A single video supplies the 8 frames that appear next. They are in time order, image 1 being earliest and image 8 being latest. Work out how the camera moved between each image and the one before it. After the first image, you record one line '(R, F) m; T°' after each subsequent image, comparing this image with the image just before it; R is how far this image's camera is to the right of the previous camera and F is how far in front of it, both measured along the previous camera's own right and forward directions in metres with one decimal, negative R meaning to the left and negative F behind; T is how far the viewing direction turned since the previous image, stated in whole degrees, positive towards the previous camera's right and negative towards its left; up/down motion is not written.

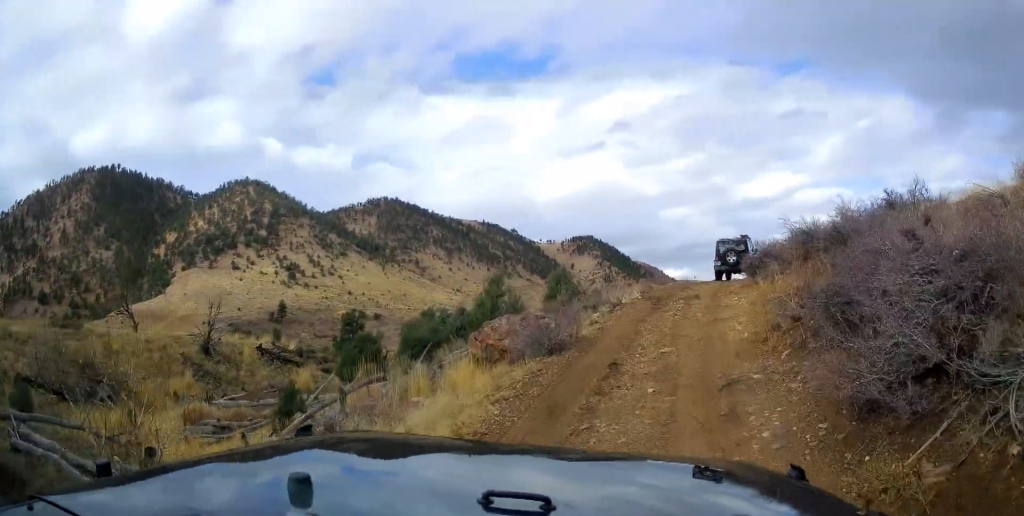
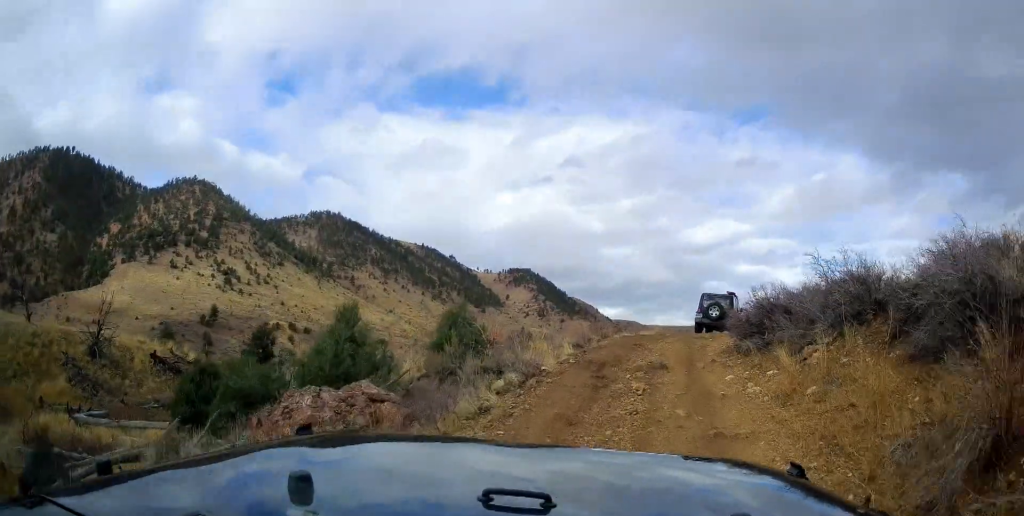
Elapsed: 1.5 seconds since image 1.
(+0.6, +6.6) m; +5°
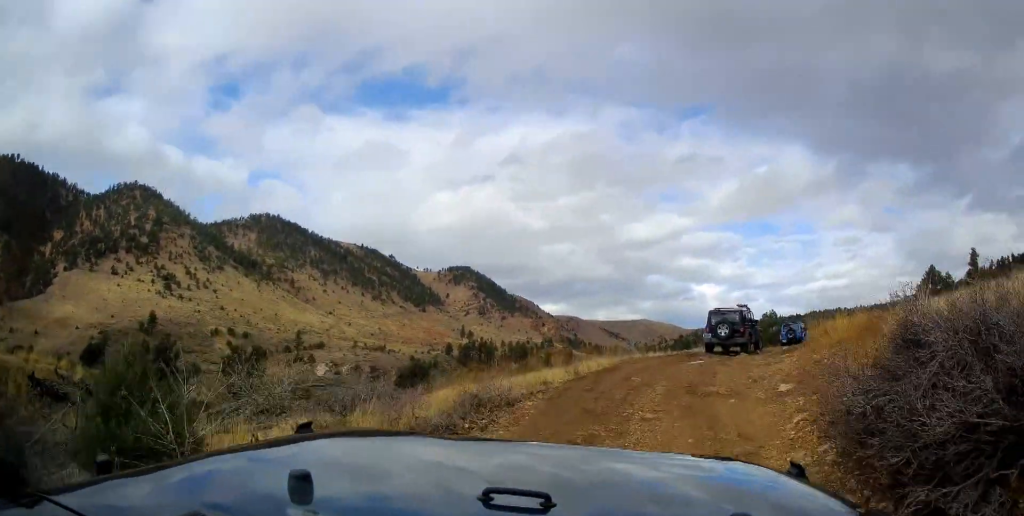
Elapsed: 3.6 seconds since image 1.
(+0.1, +8.9) m; +10°
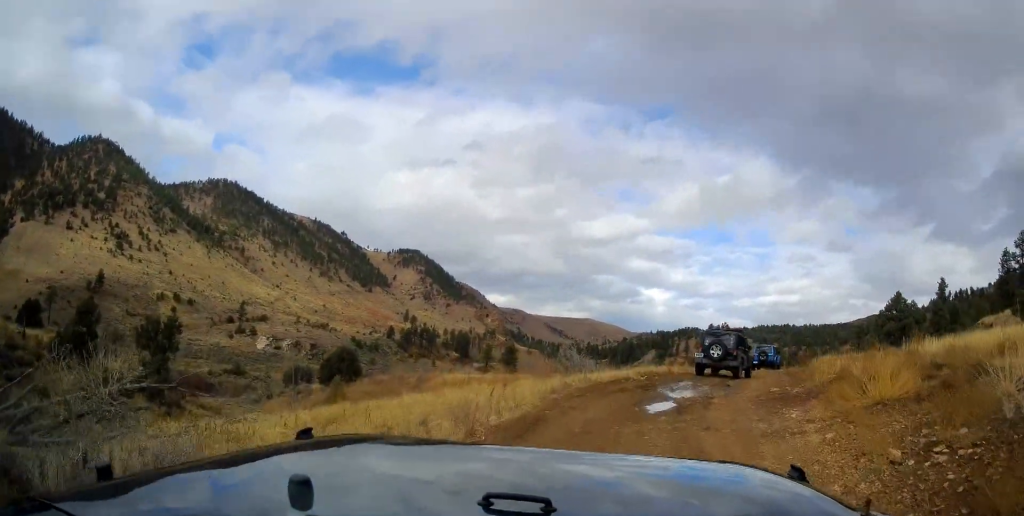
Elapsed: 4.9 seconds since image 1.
(+0.7, +4.6) m; +8°
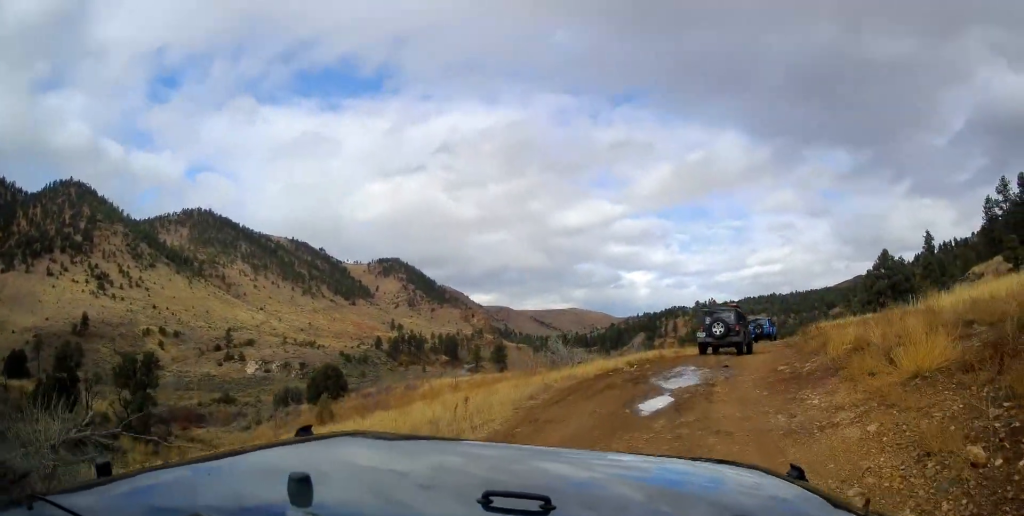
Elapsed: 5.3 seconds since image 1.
(+0.2, +1.5) m; -2°
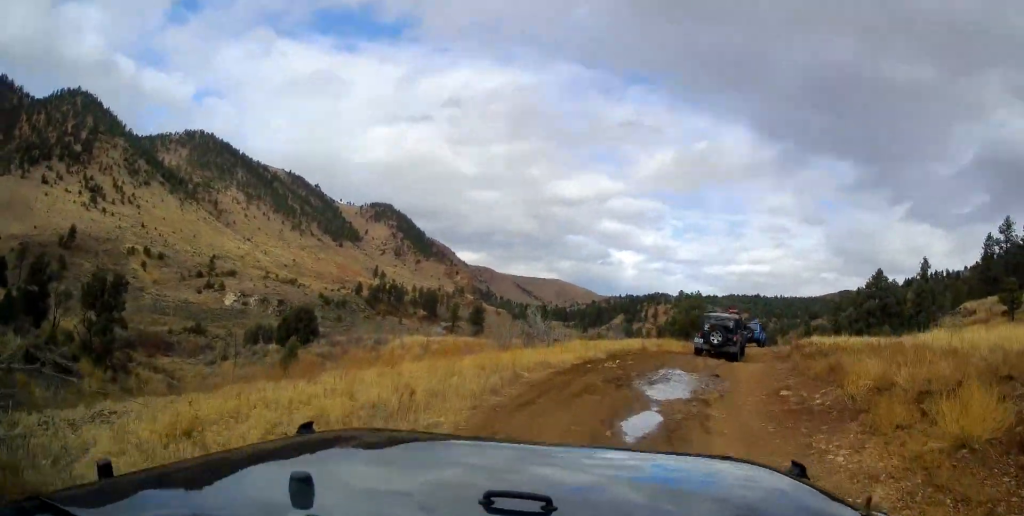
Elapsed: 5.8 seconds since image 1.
(-0.1, +1.6) m; 0°
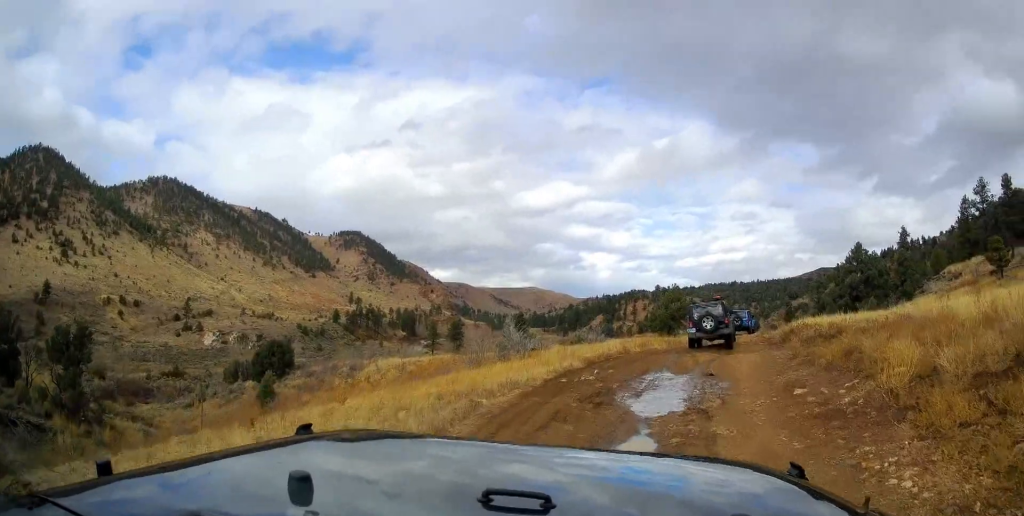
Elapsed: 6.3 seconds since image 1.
(-0.4, +1.9) m; +1°
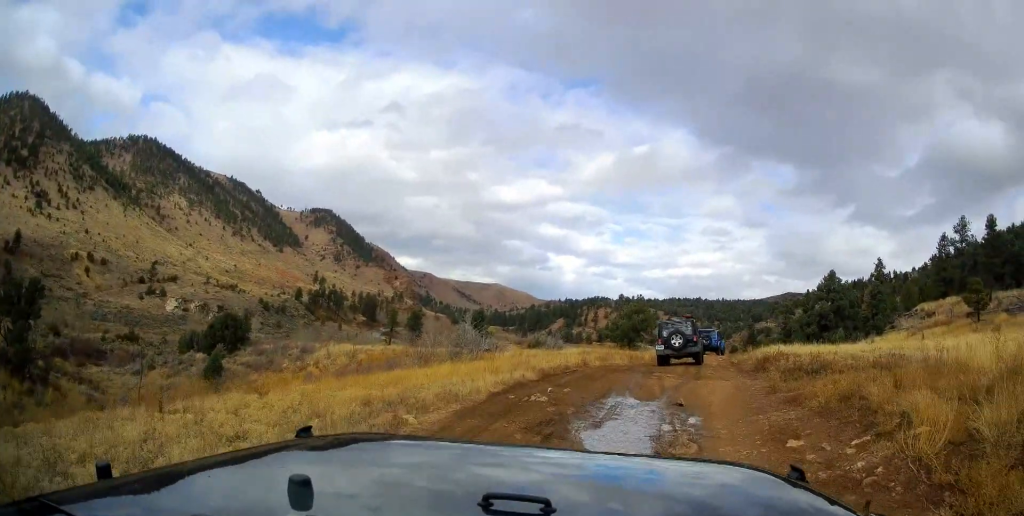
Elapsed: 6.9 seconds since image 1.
(+0.2, +2.0) m; +6°
